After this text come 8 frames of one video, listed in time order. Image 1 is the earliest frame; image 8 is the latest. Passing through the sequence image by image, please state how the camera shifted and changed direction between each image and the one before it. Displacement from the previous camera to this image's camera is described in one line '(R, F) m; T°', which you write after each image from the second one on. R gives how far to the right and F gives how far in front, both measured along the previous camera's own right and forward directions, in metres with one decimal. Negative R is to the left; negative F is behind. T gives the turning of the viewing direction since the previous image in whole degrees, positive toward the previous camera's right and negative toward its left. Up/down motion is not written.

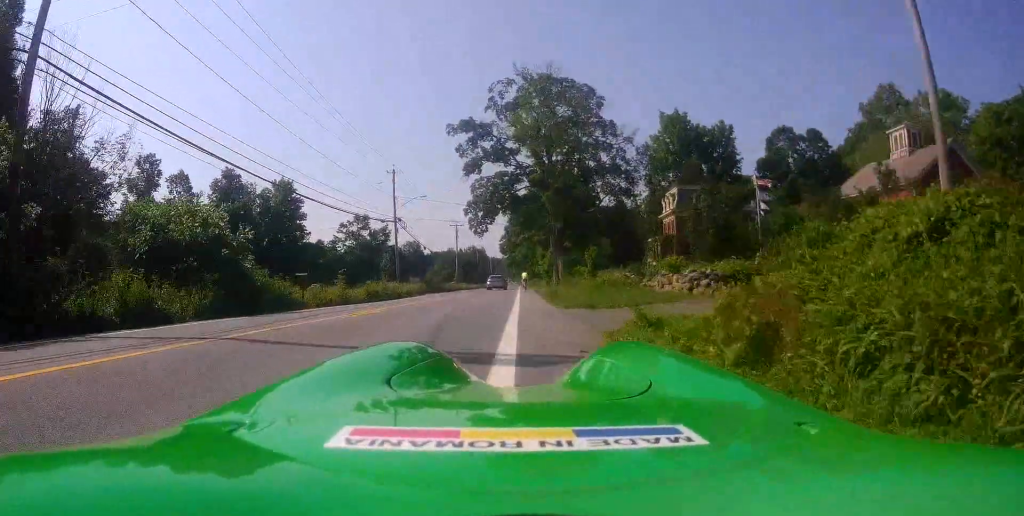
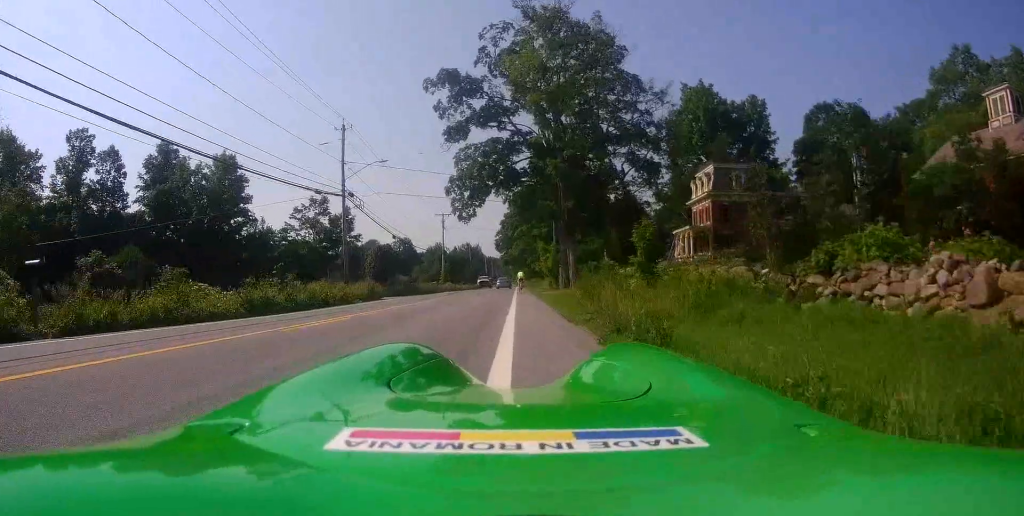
(-0.5, +15.1) m; 0°
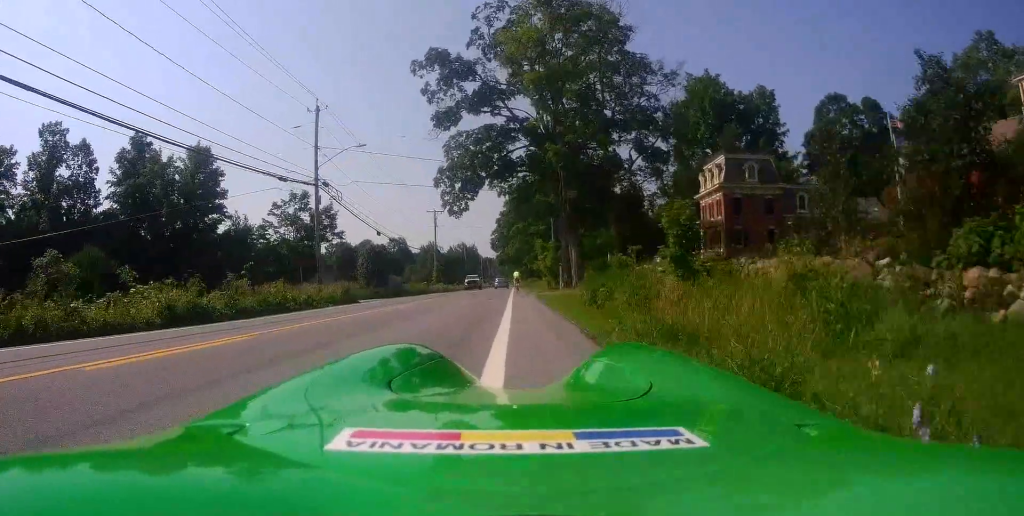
(+0.2, +4.6) m; +1°
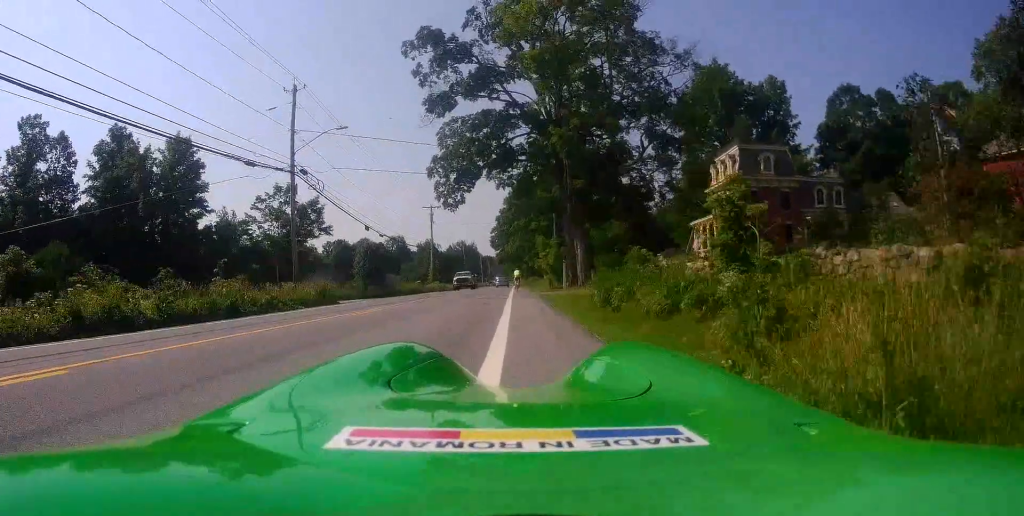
(+0.2, +3.6) m; +1°
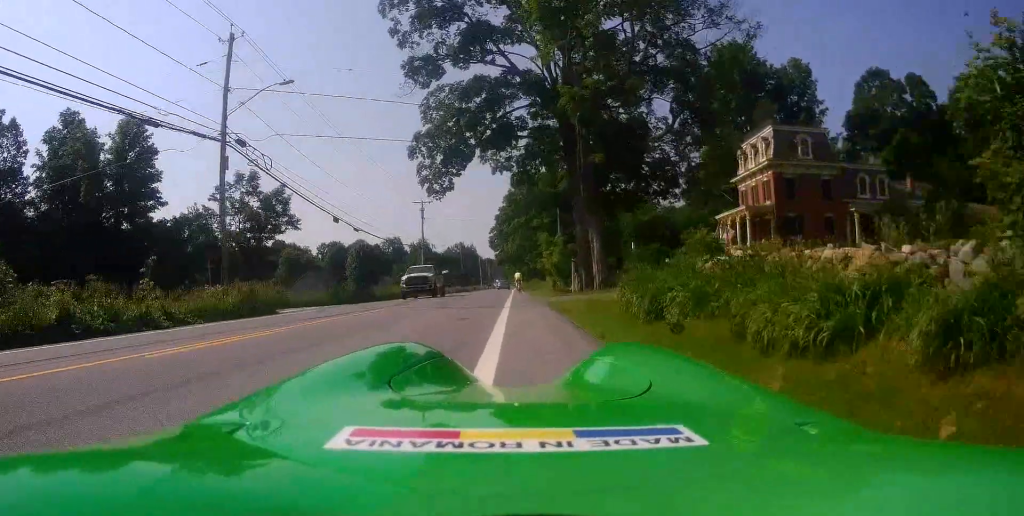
(-0.1, +7.7) m; -2°
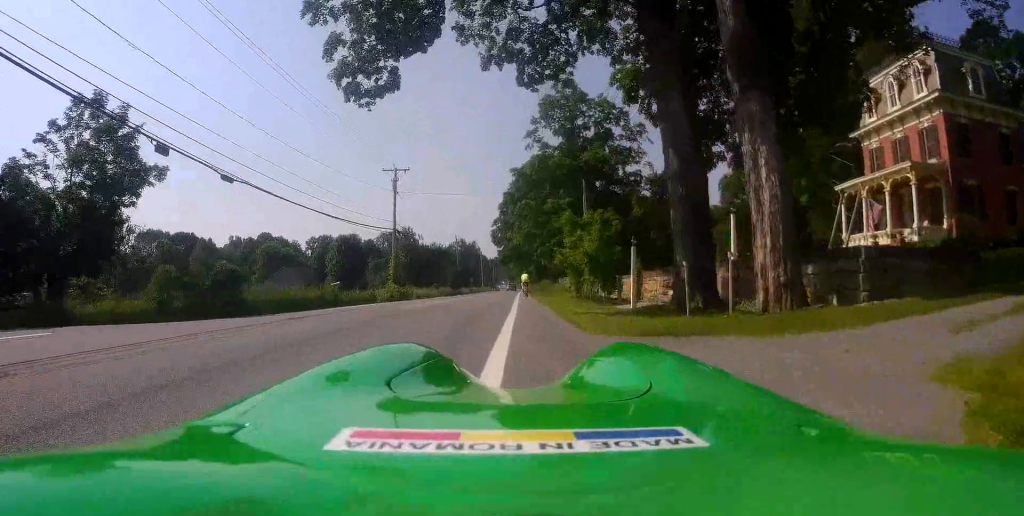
(-0.4, +20.1) m; +1°
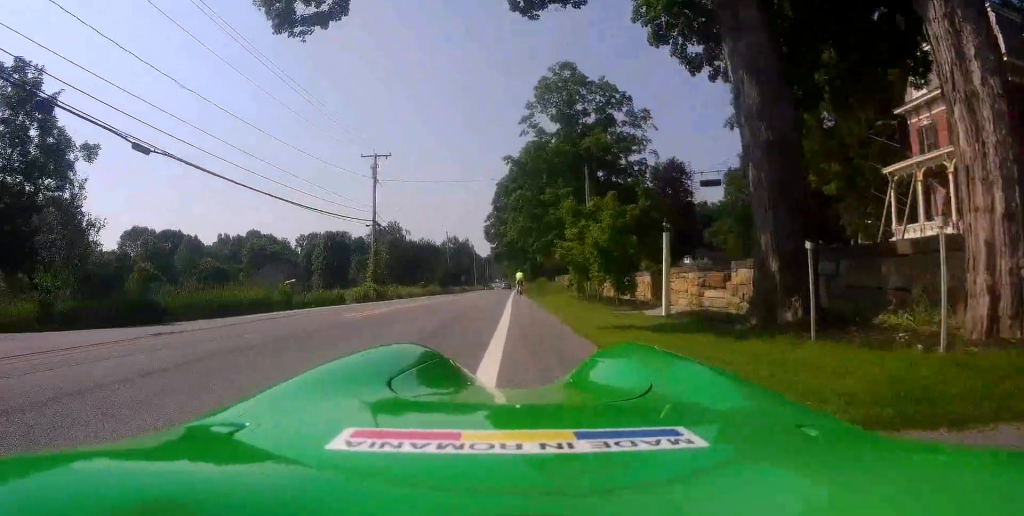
(0.0, +5.4) m; 0°
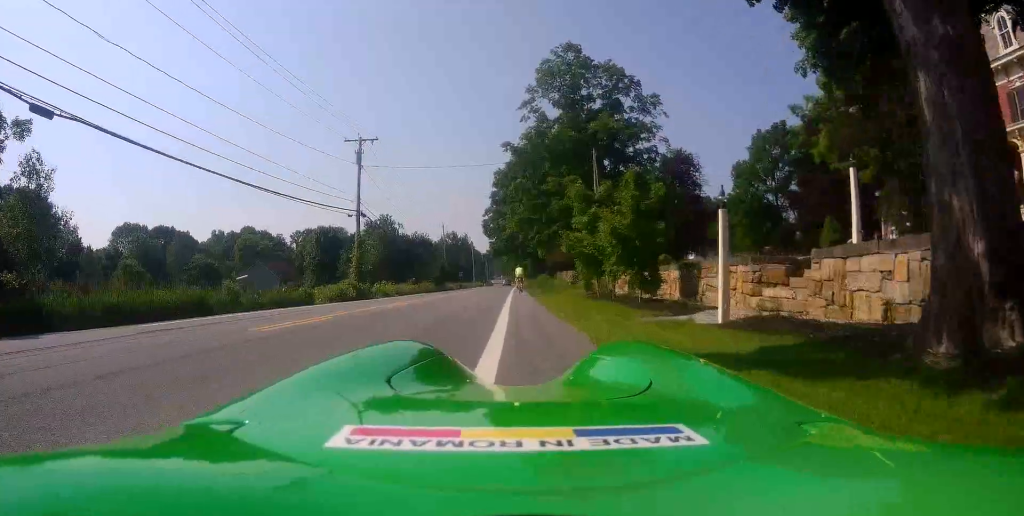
(0.0, +4.6) m; 0°
